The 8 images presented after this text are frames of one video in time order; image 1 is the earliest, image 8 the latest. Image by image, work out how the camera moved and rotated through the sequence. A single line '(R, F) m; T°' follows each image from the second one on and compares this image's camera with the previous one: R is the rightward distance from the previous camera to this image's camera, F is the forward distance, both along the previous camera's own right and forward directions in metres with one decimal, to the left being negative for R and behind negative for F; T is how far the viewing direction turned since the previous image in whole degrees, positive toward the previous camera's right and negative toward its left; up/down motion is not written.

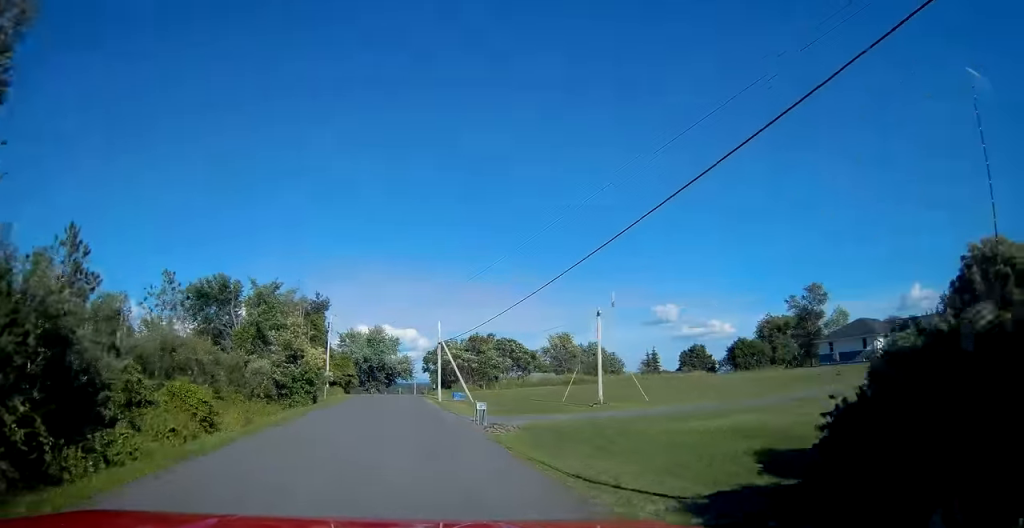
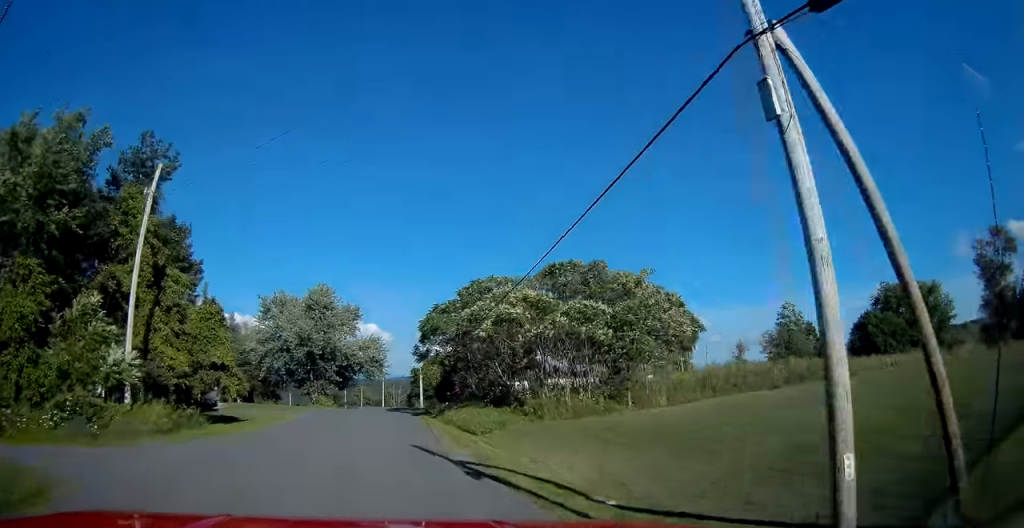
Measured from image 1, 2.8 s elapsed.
(+1.7, +50.5) m; +3°
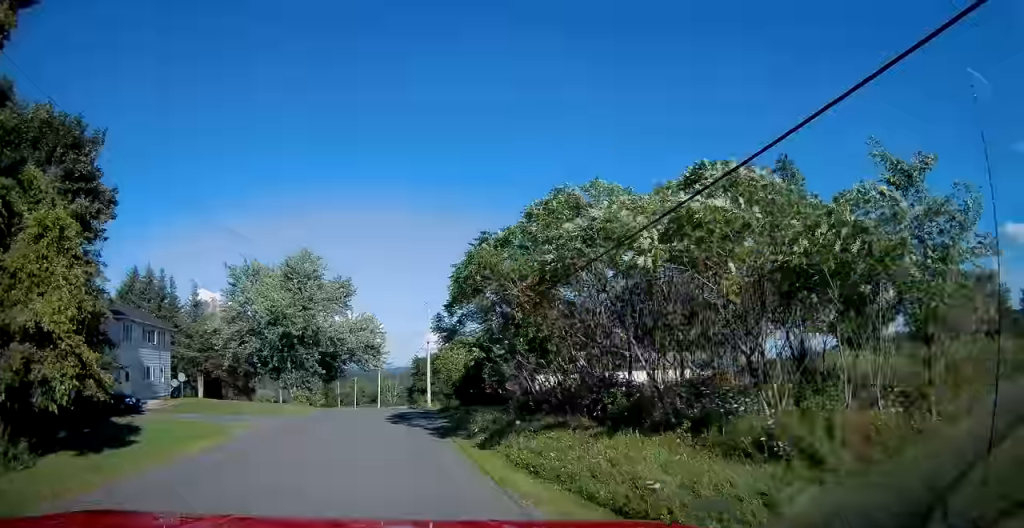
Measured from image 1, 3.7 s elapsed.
(0.0, +15.3) m; +1°
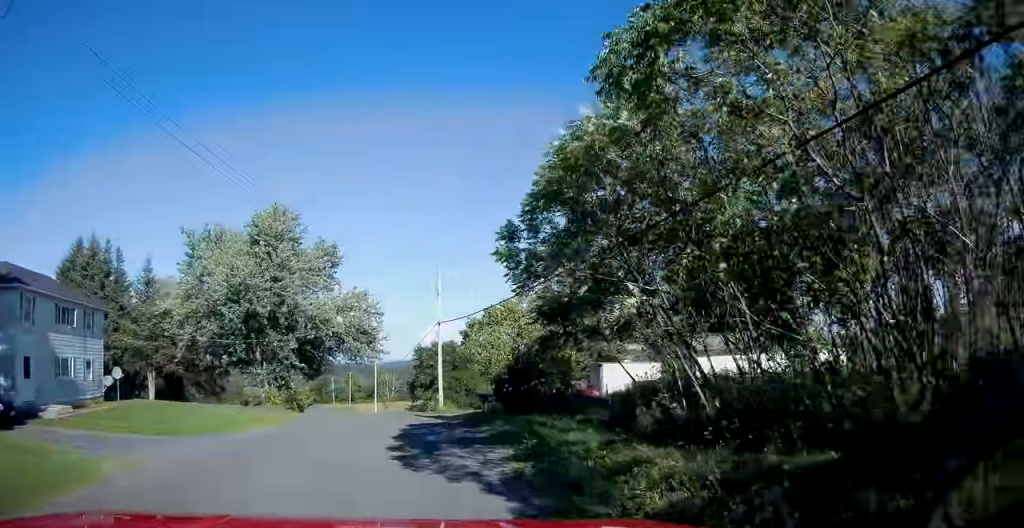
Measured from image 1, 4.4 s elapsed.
(+0.1, +12.8) m; 0°
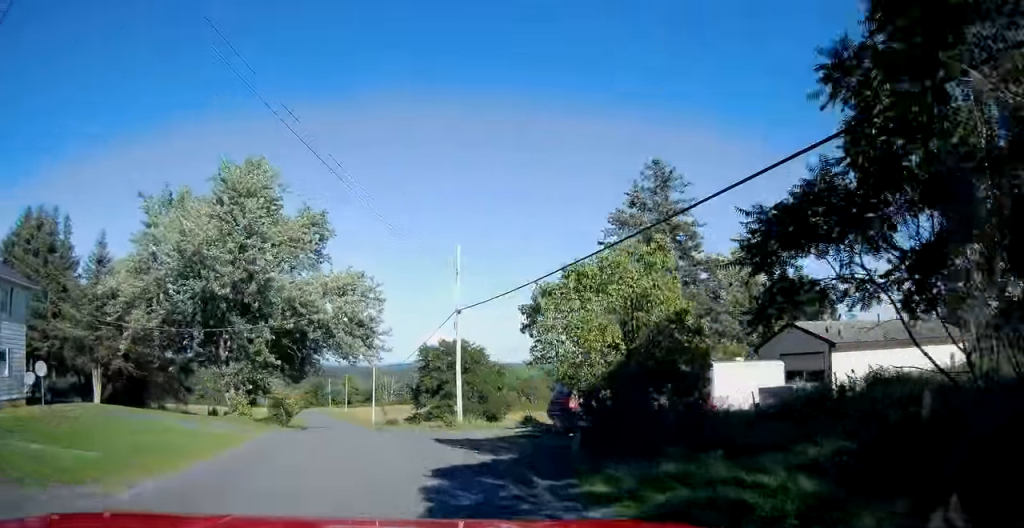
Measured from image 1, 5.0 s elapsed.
(+0.2, +9.8) m; 0°
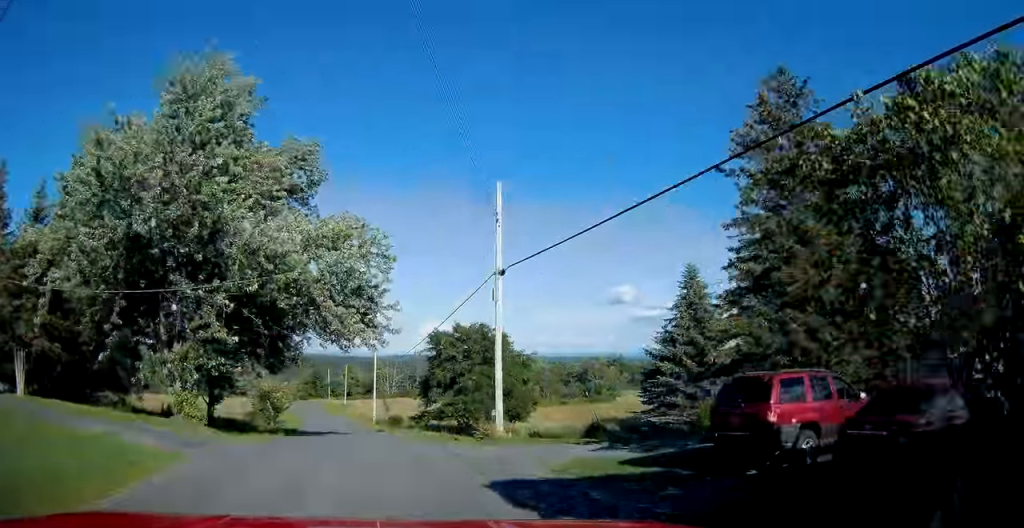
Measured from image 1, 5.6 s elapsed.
(-0.2, +9.8) m; 0°
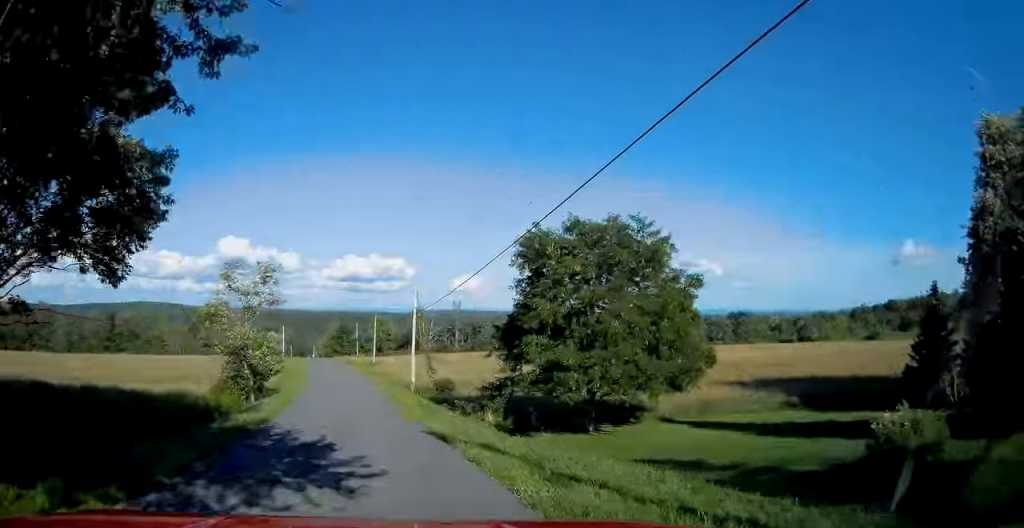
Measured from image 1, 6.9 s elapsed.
(+0.2, +23.6) m; 0°
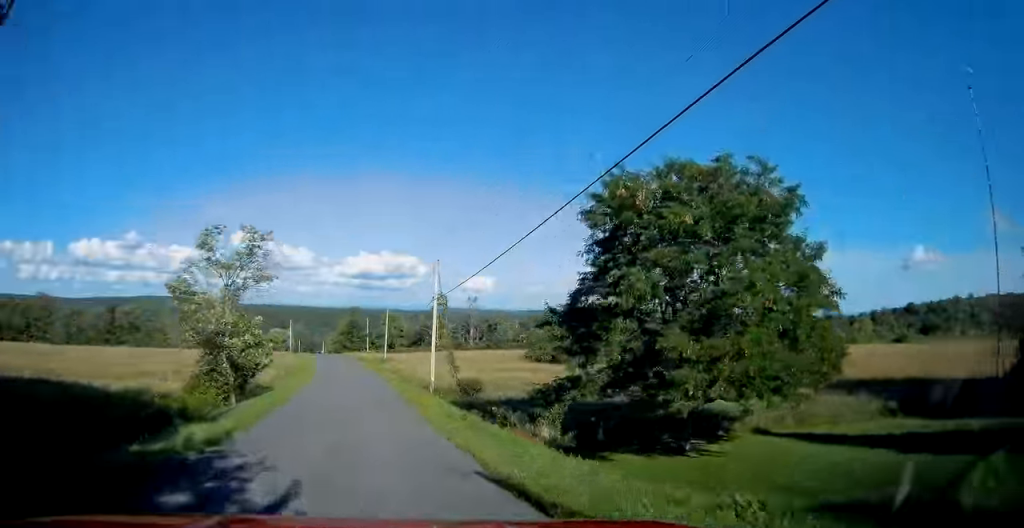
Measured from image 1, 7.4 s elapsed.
(-0.1, +8.0) m; -1°
